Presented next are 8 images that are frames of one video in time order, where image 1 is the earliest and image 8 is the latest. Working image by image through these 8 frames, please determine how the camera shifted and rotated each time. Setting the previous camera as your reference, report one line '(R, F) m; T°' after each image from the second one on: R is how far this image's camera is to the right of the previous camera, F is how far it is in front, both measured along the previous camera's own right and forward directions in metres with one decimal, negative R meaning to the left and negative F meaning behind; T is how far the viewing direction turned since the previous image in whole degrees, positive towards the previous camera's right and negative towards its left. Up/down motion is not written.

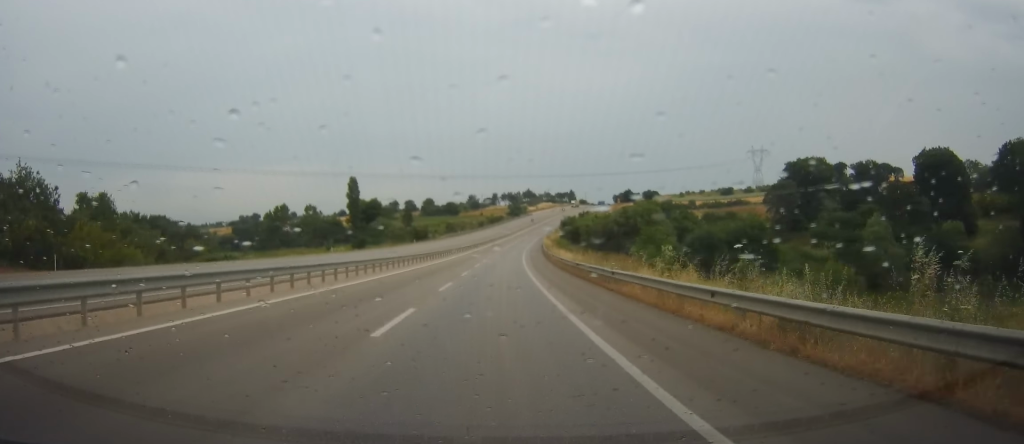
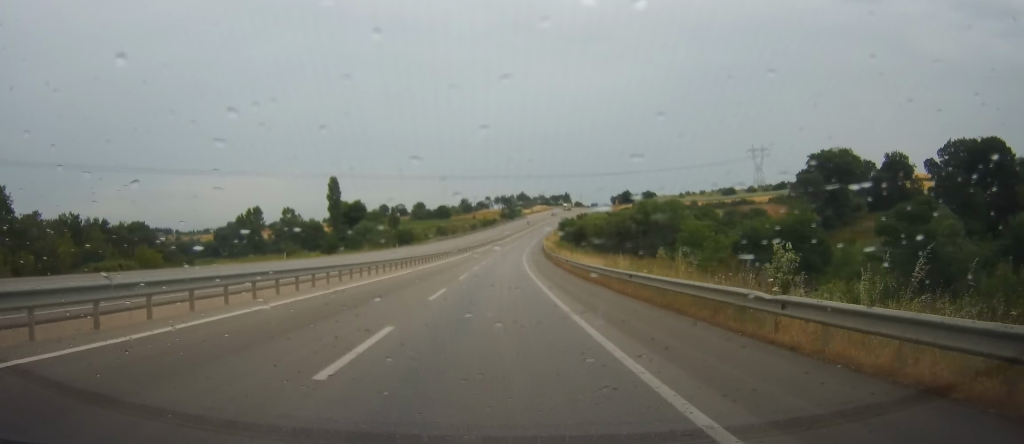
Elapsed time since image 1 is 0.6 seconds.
(0.0, +15.5) m; +1°
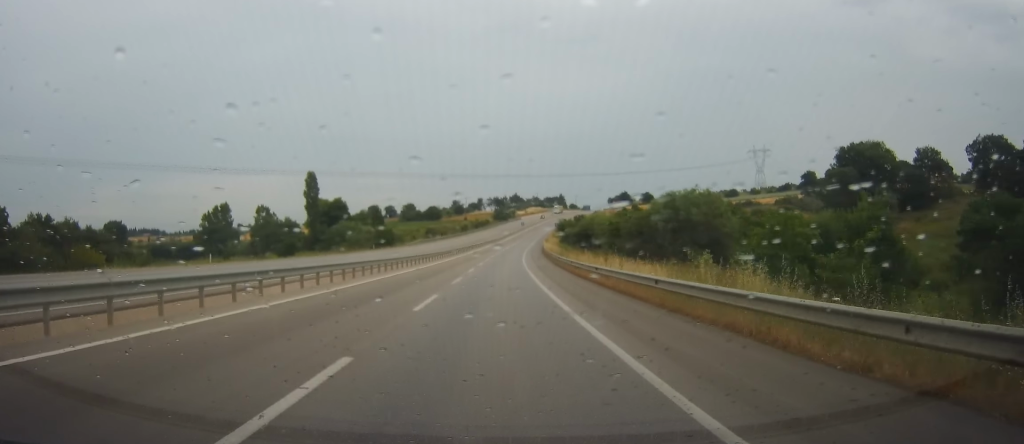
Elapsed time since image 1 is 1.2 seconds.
(+0.3, +15.5) m; 0°
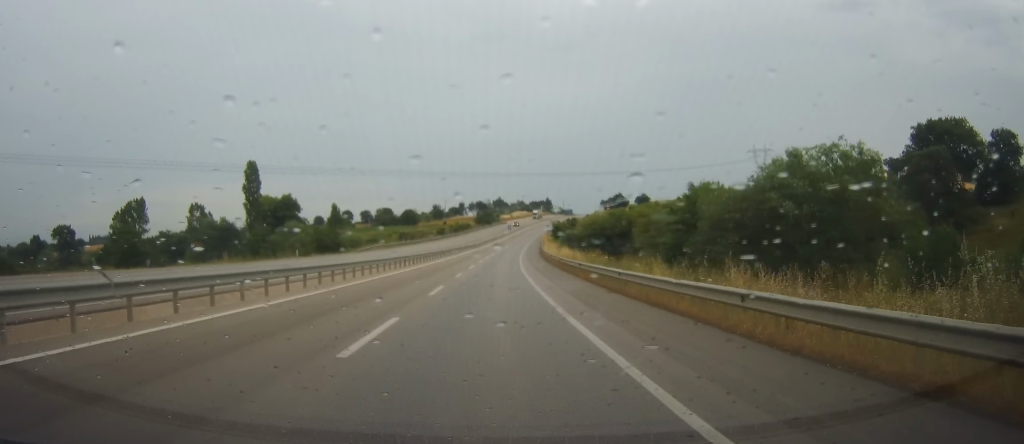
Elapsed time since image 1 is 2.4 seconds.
(-0.1, +30.9) m; 0°
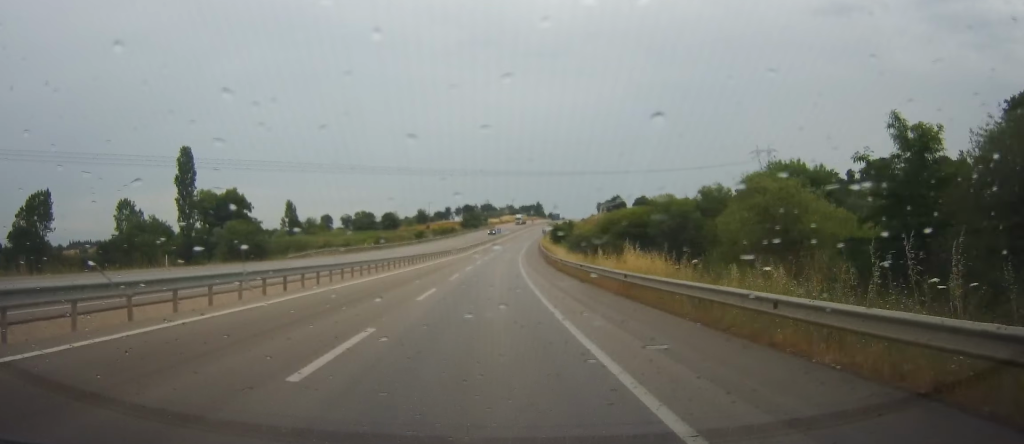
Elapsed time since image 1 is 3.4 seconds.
(+0.2, +26.1) m; +2°
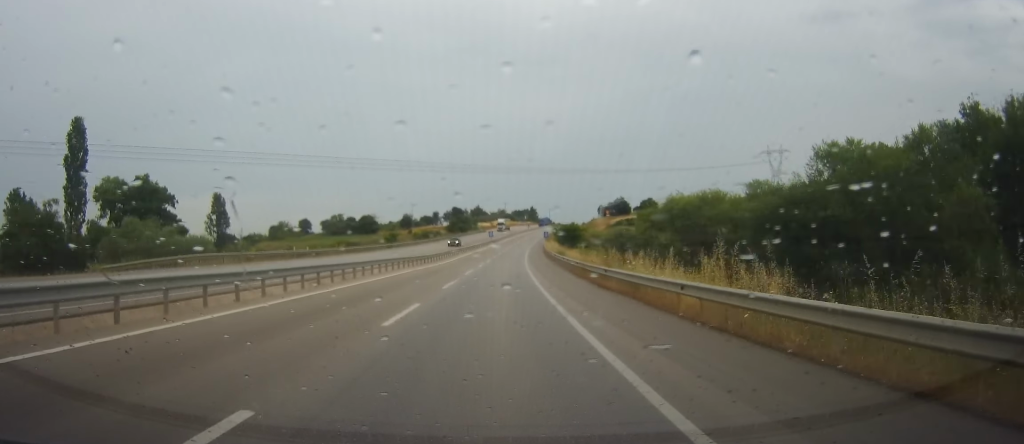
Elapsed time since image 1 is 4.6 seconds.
(+0.9, +31.4) m; +2°
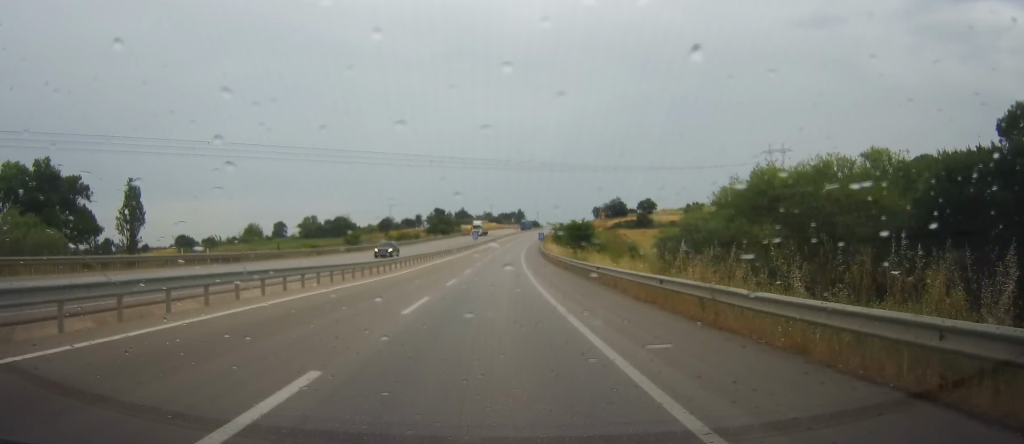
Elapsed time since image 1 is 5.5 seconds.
(+0.2, +23.0) m; +1°
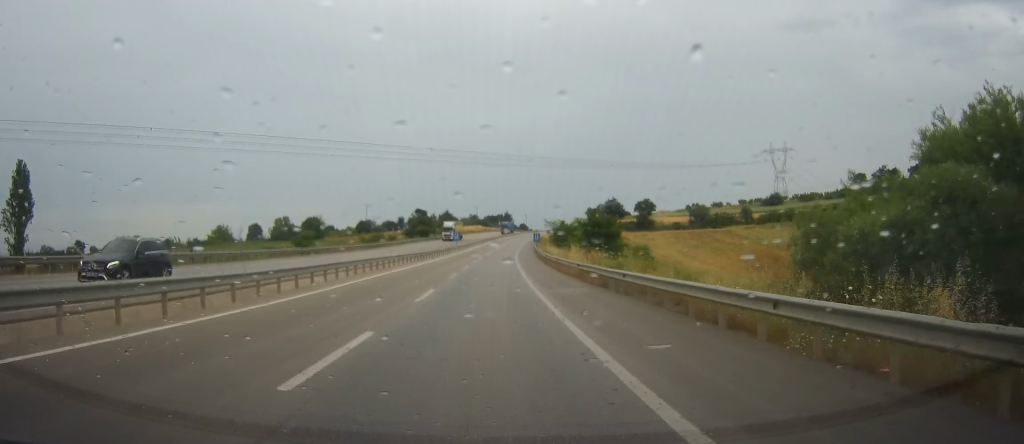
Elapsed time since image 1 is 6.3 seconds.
(+0.2, +21.0) m; +1°
